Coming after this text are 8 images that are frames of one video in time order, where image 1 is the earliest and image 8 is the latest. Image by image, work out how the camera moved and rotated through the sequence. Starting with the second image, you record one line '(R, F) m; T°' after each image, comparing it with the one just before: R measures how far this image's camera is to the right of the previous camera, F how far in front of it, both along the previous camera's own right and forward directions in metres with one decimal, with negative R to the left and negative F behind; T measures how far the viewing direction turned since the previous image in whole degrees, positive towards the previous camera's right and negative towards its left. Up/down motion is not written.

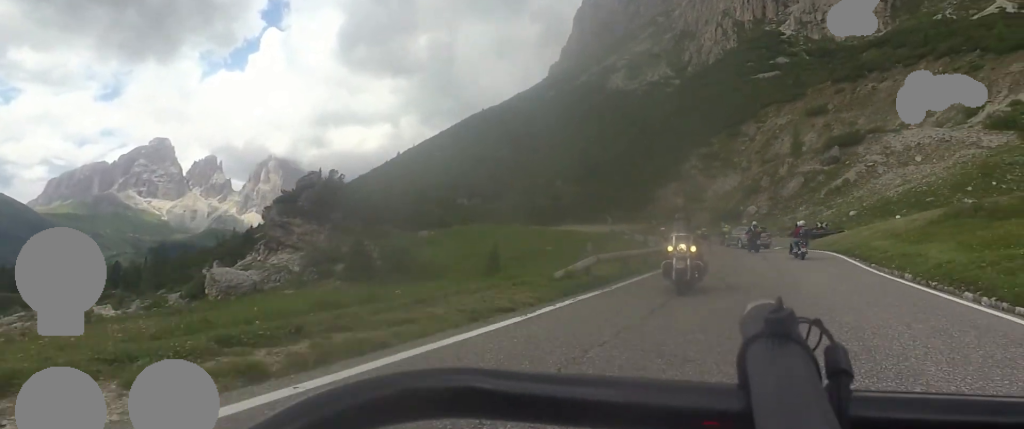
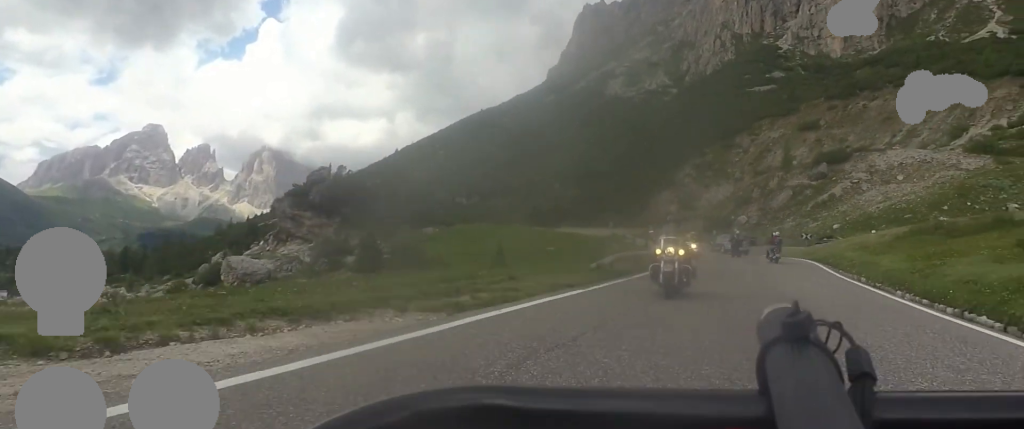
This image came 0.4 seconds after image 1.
(+0.1, +4.5) m; 0°
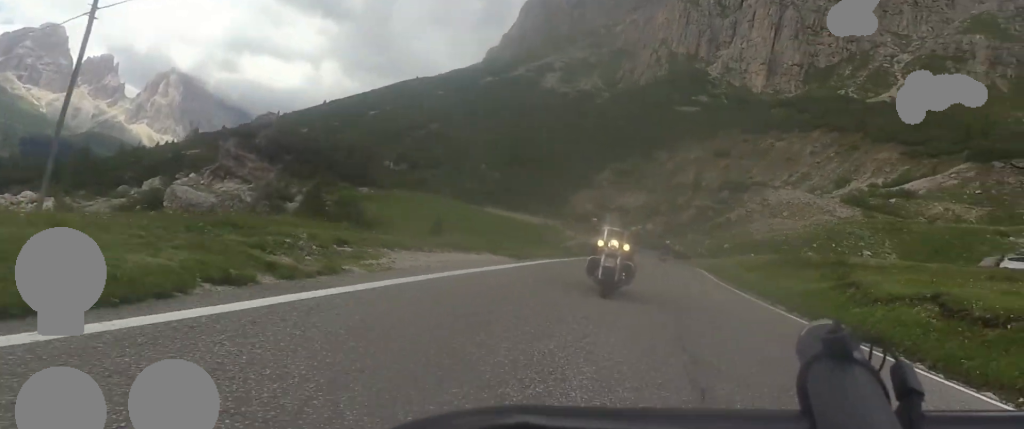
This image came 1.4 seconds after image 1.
(-0.2, +9.3) m; +9°
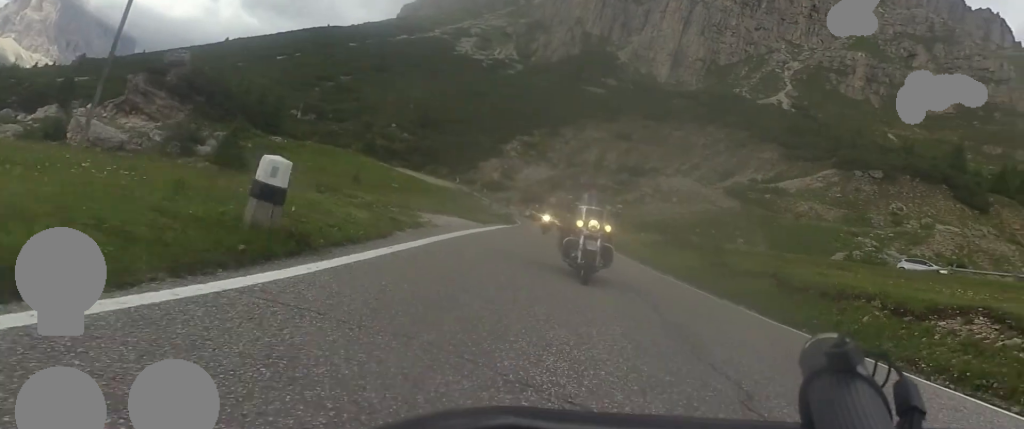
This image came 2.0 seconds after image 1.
(+0.7, +4.9) m; +8°
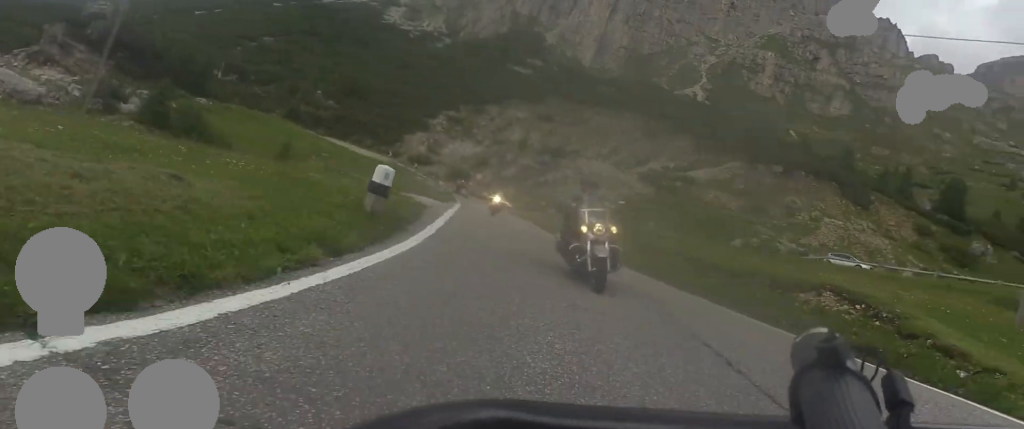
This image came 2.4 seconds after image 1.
(+0.5, +3.4) m; +6°
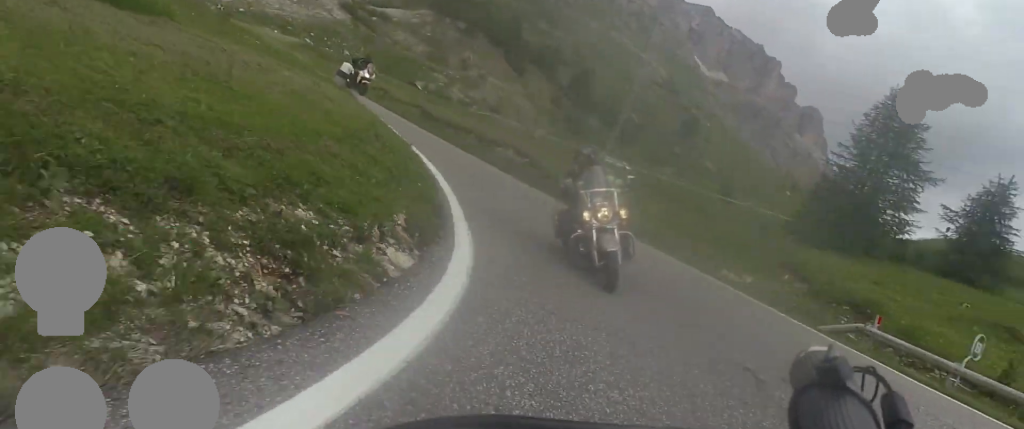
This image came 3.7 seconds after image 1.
(+1.5, +10.7) m; +38°
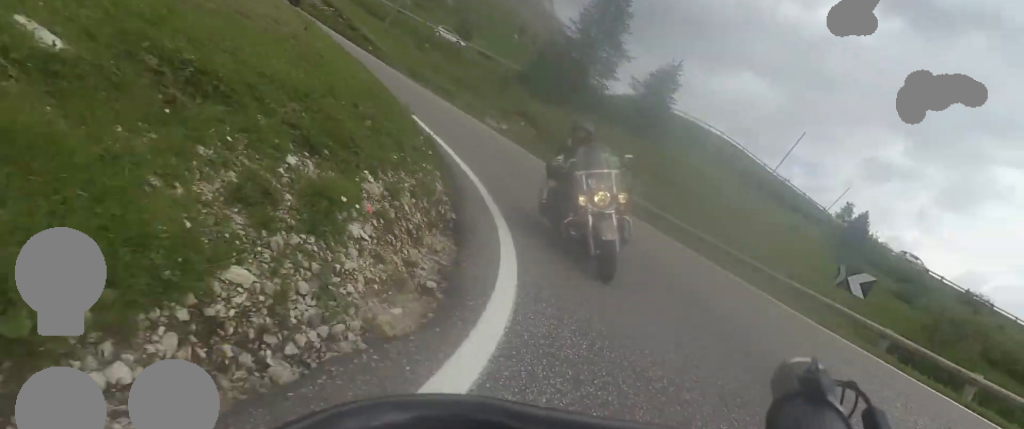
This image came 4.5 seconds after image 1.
(+3.1, +6.8) m; +31°
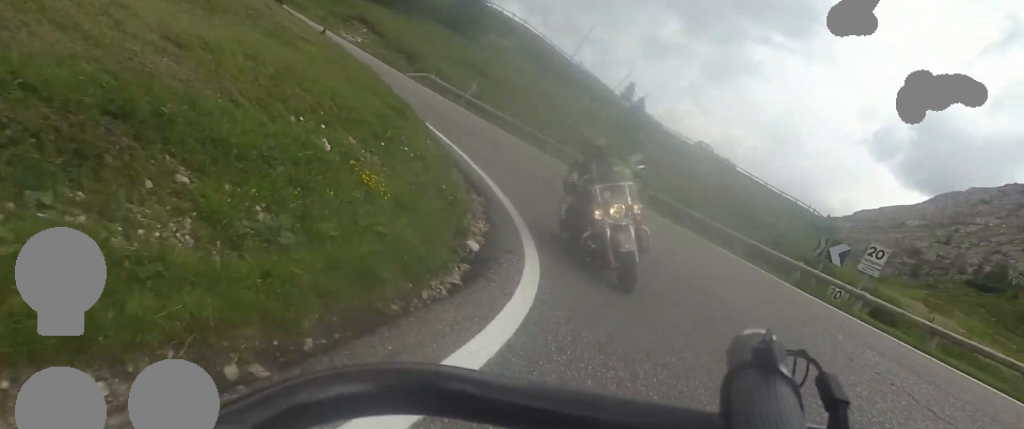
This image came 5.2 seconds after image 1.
(+0.9, +6.1) m; +12°
